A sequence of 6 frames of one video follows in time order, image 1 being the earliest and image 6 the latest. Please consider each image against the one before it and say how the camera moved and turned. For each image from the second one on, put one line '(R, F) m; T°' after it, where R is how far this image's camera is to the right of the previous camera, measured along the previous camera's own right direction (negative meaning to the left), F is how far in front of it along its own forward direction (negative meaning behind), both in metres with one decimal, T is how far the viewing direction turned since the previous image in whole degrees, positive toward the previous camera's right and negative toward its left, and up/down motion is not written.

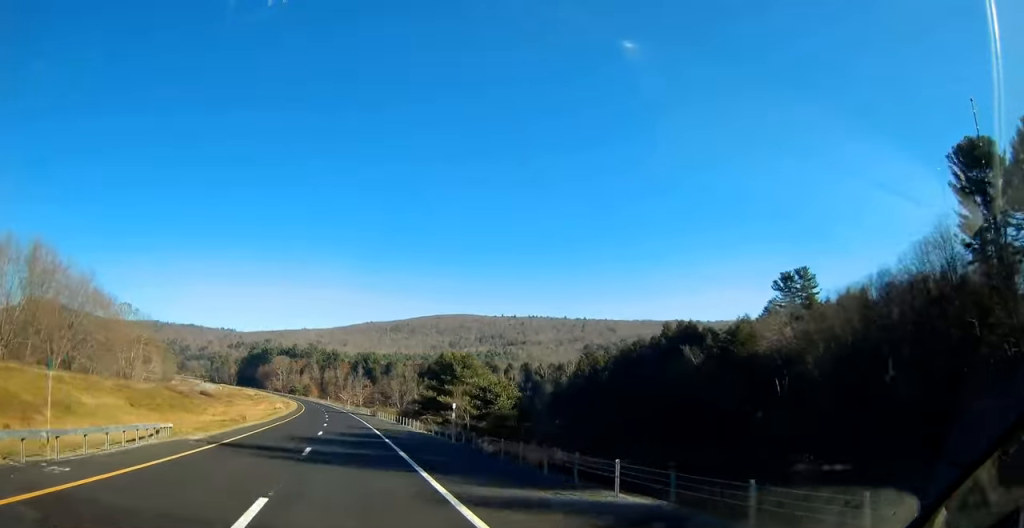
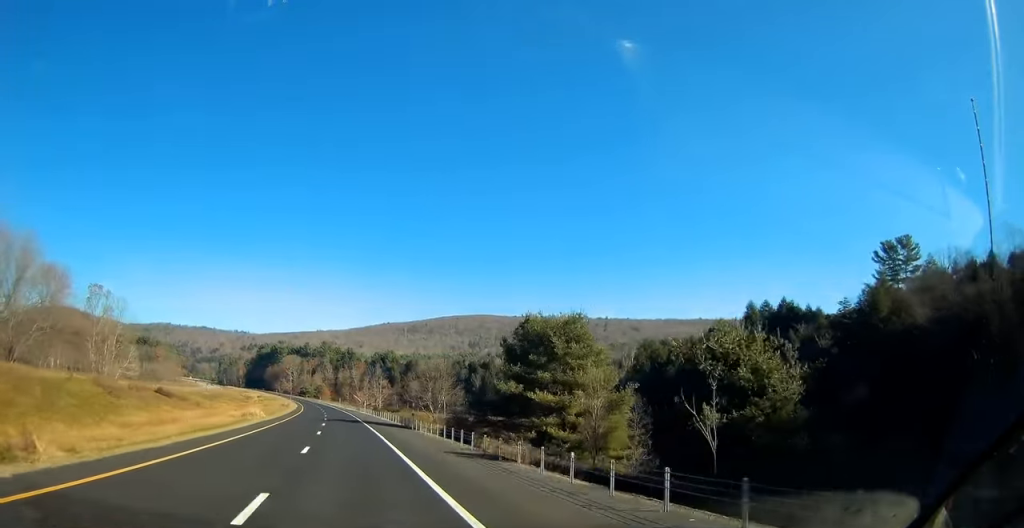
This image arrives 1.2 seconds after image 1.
(-0.6, +36.3) m; -1°
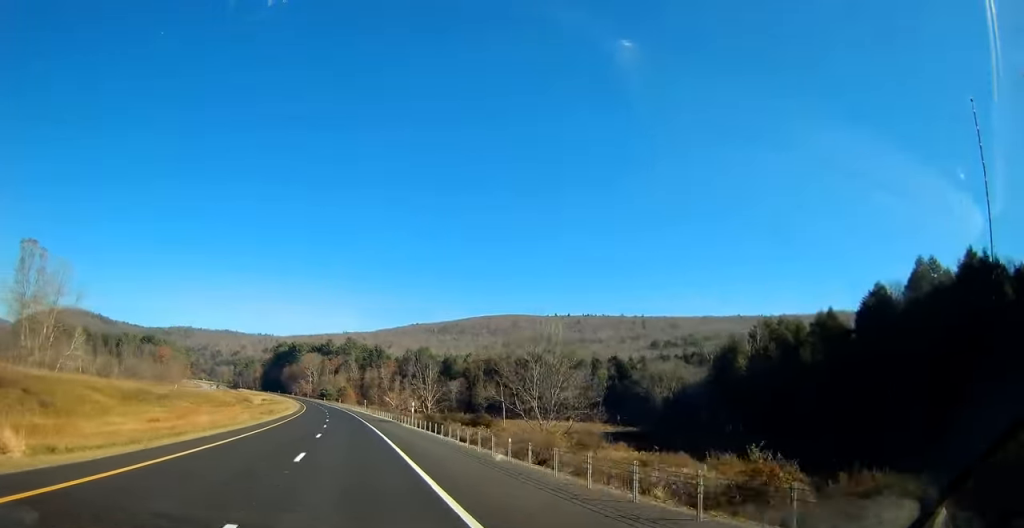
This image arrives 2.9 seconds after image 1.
(-1.1, +52.2) m; -3°
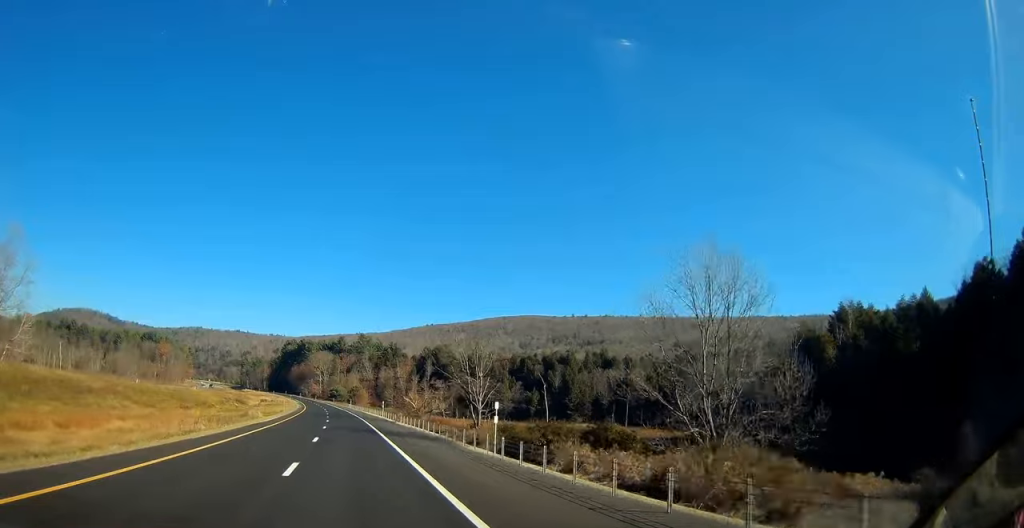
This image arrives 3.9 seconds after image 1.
(-0.6, +28.1) m; -1°
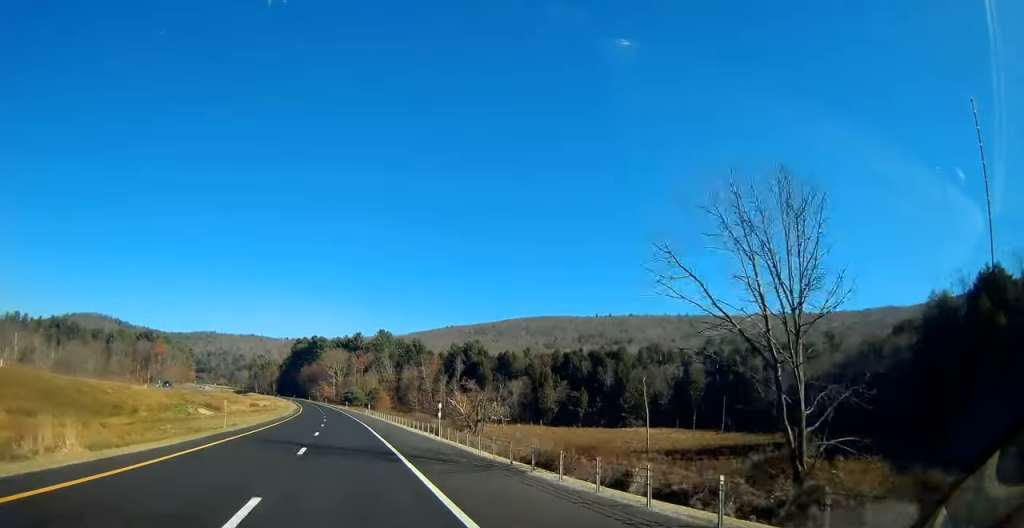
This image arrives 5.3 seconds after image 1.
(-0.5, +43.1) m; -2°
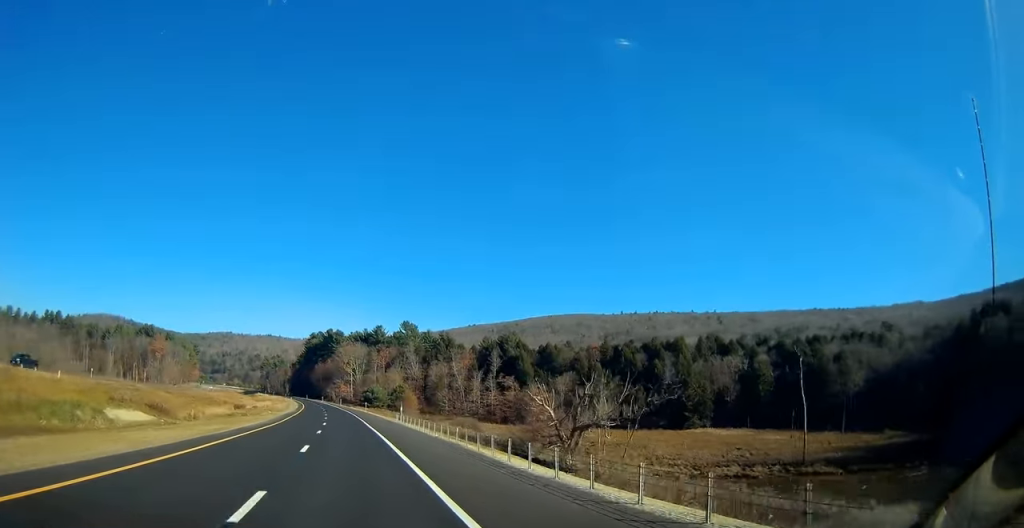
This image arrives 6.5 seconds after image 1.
(-0.5, +36.1) m; -2°
